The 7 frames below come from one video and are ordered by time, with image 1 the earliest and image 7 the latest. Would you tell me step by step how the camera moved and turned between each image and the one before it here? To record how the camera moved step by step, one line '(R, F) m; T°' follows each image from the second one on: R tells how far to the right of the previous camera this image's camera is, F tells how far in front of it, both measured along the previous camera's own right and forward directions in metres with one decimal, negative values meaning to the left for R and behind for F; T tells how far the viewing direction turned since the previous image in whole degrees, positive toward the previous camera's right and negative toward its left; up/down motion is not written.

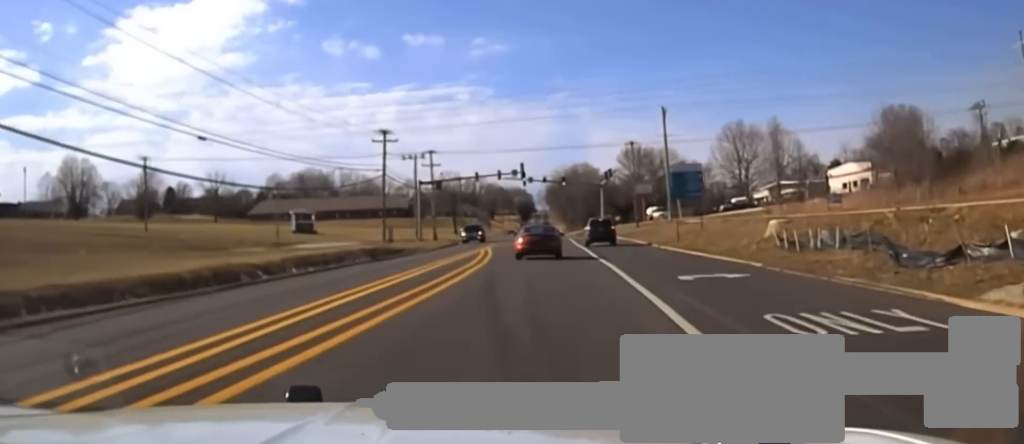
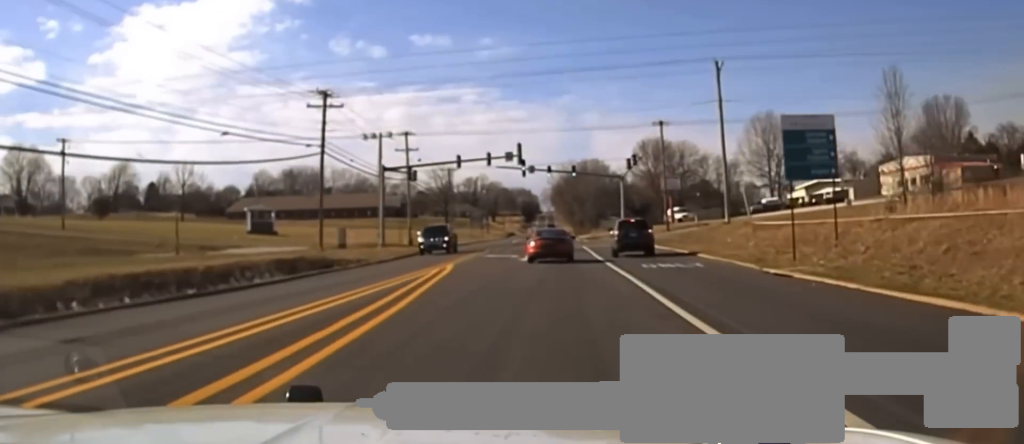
(0.0, +22.6) m; -1°
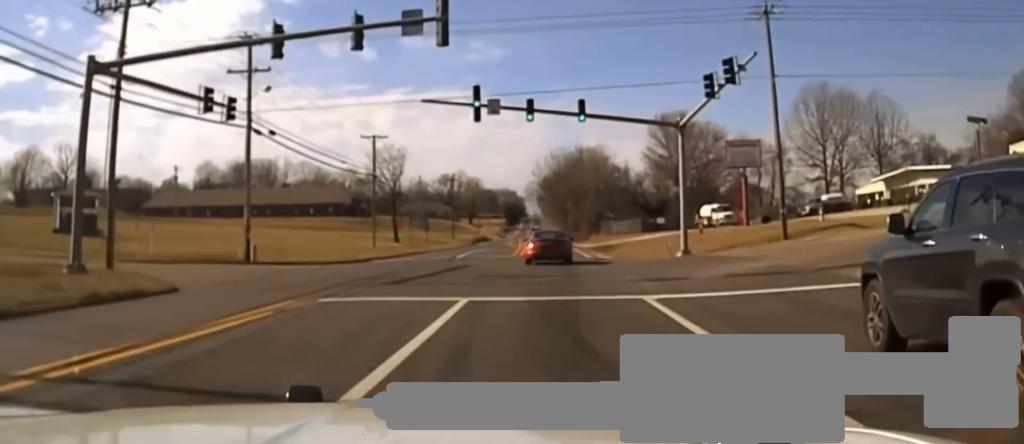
(-0.4, +44.9) m; 0°
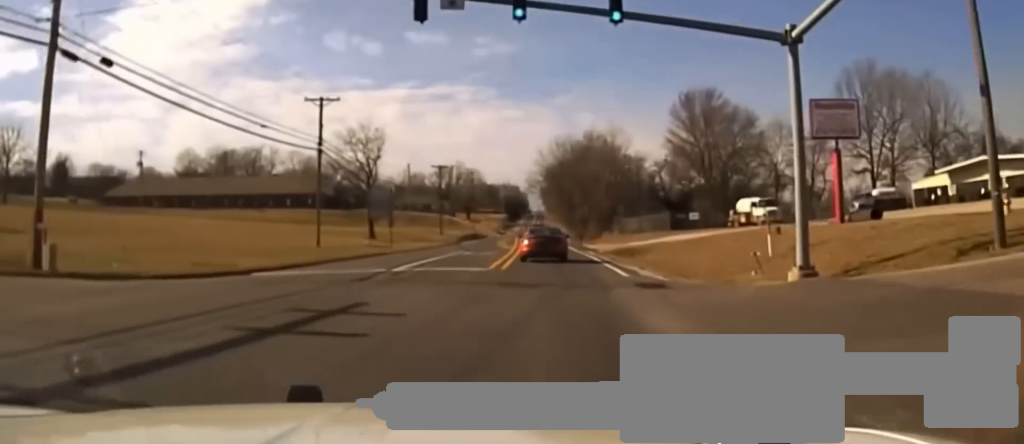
(+0.3, +19.7) m; 0°
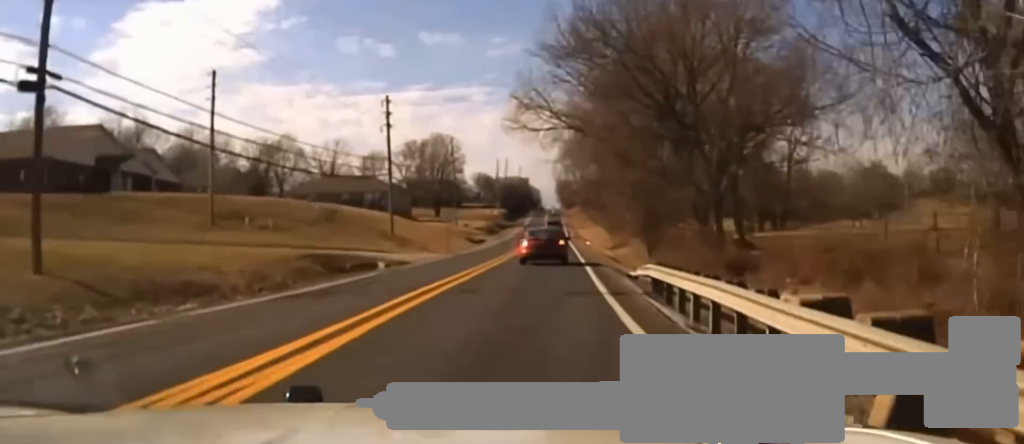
(-0.6, +102.8) m; -1°
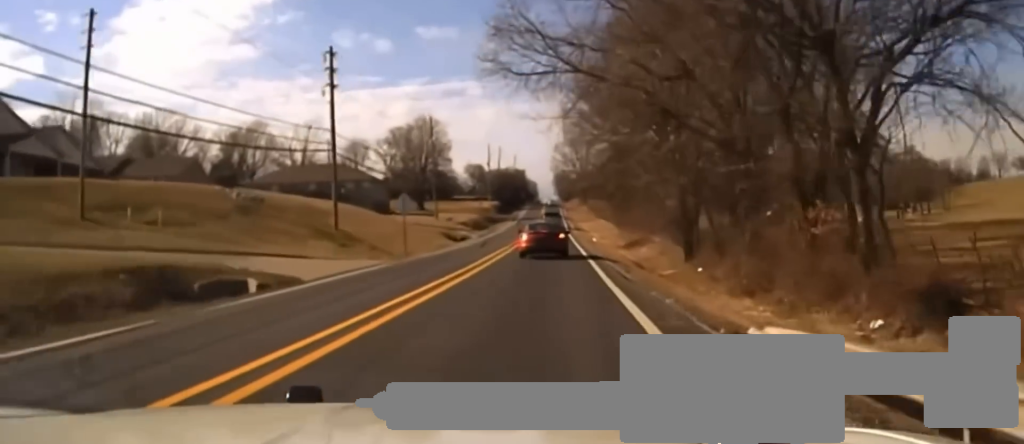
(-0.1, +16.2) m; 0°
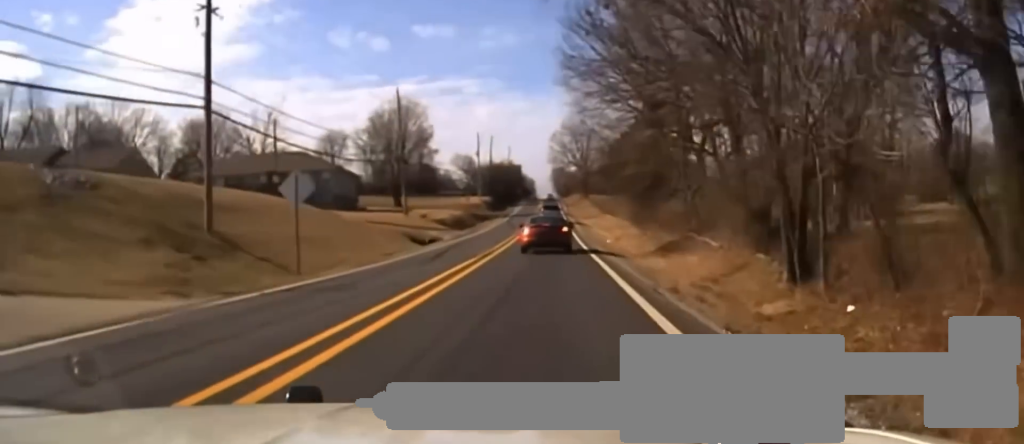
(0.0, +18.5) m; 0°
